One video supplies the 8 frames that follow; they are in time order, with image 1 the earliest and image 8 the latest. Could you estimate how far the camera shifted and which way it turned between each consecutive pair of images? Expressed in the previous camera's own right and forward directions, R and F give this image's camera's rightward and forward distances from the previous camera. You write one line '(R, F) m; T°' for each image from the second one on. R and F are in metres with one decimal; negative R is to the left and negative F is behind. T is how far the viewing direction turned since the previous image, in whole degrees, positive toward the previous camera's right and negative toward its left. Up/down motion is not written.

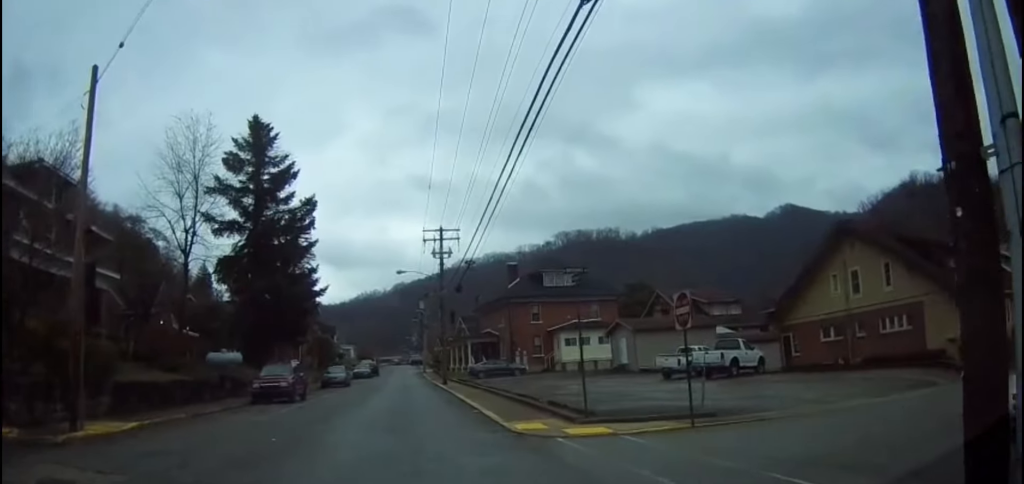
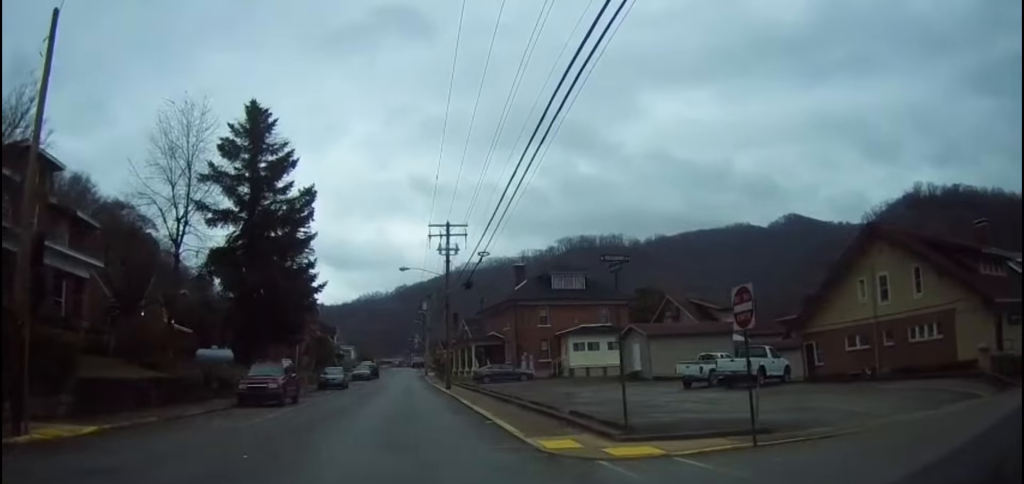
(-0.2, +2.0) m; -2°
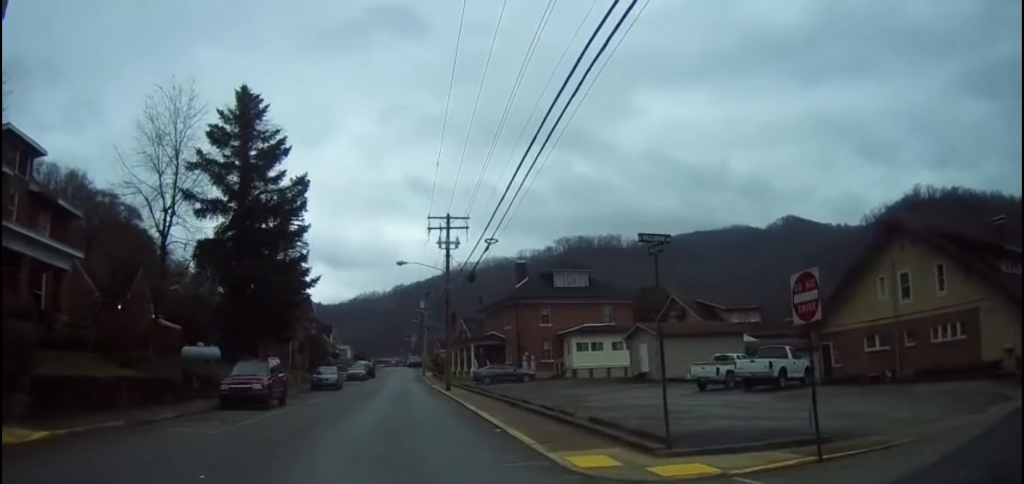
(0.0, +1.7) m; -3°
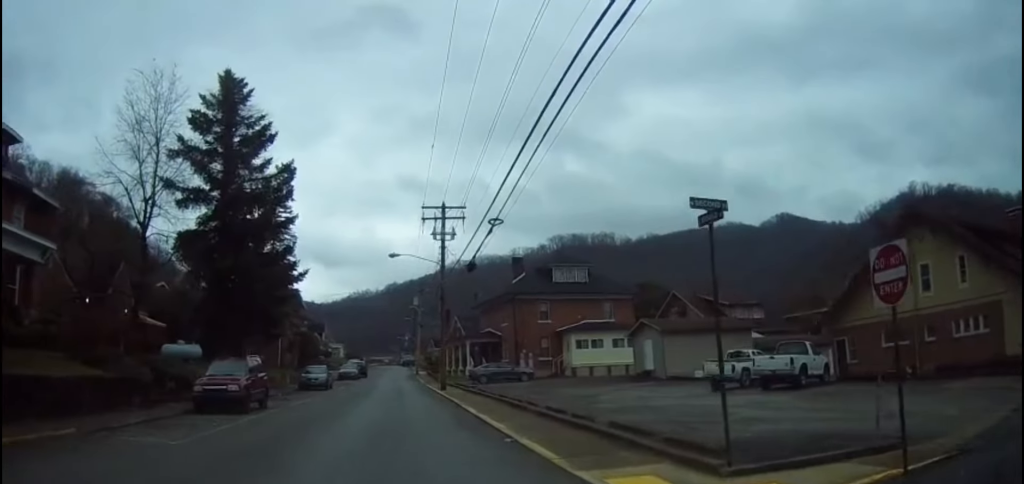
(+0.2, +1.8) m; -3°
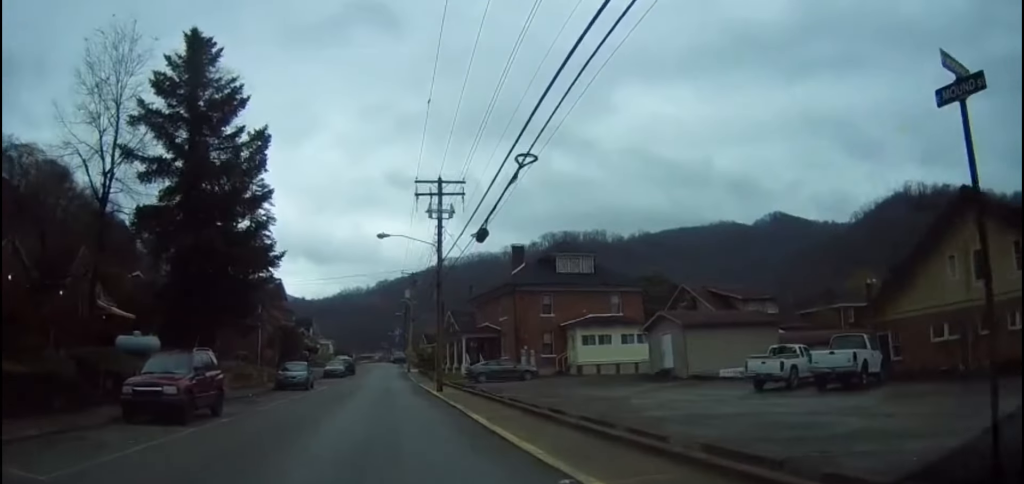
(-0.4, +4.0) m; -2°
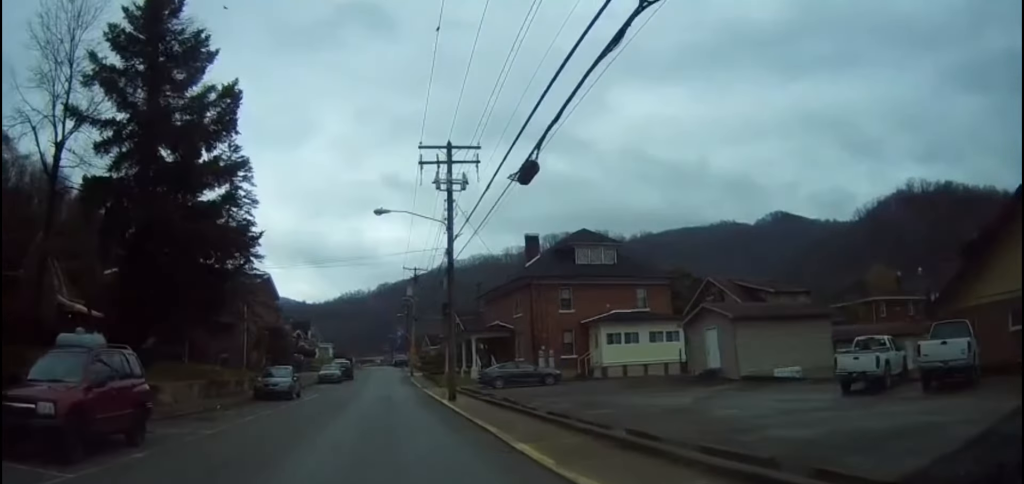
(+0.1, +5.0) m; +3°
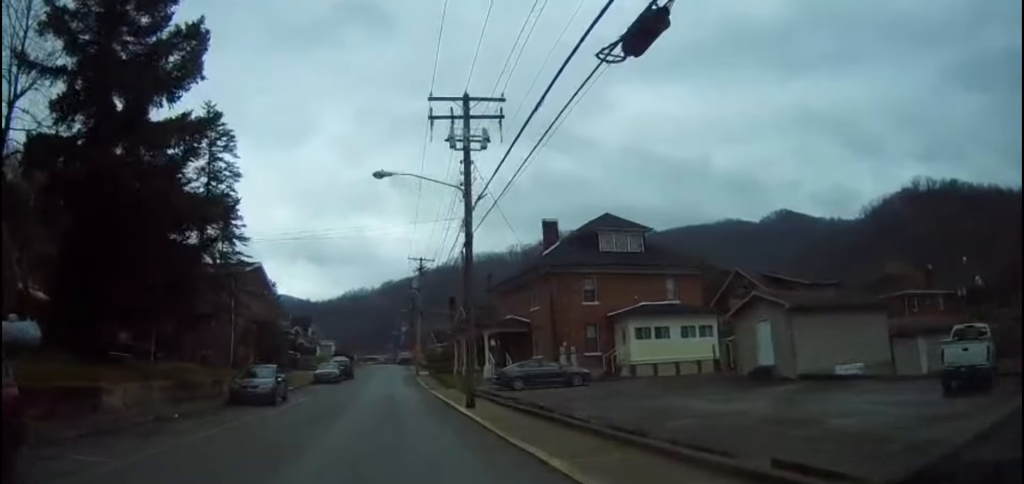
(+0.2, +4.5) m; +3°
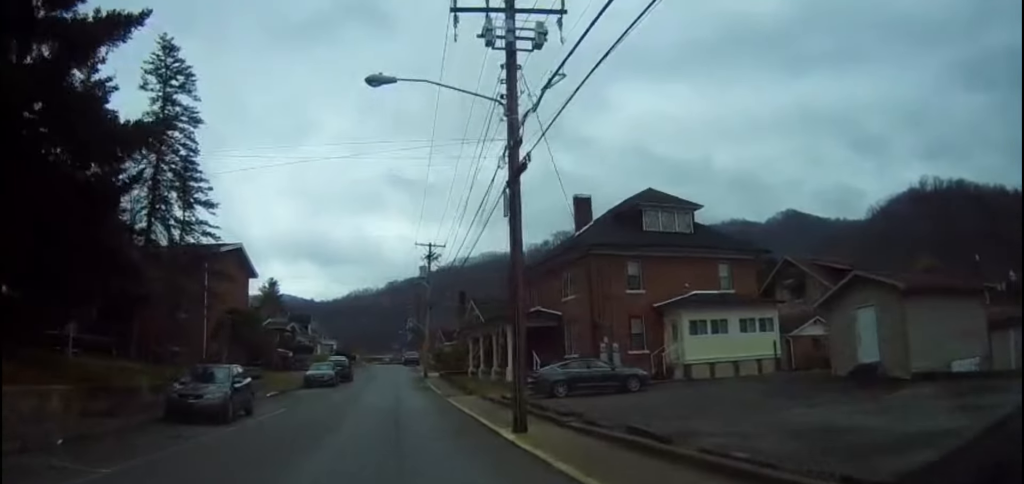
(+0.2, +6.9) m; -2°
